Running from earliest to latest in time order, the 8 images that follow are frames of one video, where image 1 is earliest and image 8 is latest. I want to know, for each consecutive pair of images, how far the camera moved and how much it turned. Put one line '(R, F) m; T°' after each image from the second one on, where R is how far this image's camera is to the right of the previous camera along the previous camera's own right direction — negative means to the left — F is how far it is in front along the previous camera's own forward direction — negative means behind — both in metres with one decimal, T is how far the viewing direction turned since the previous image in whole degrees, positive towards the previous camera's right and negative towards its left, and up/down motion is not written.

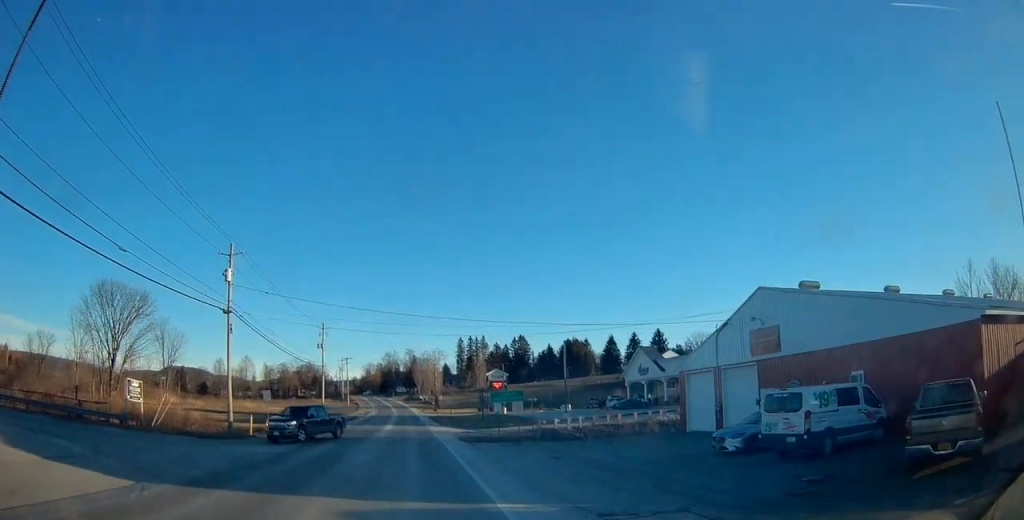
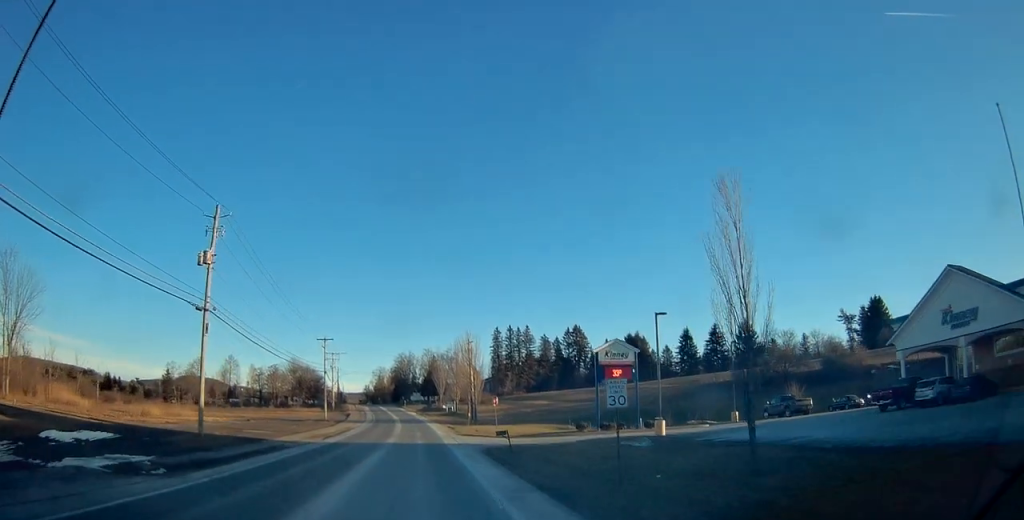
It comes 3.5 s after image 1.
(-1.9, +53.1) m; -2°
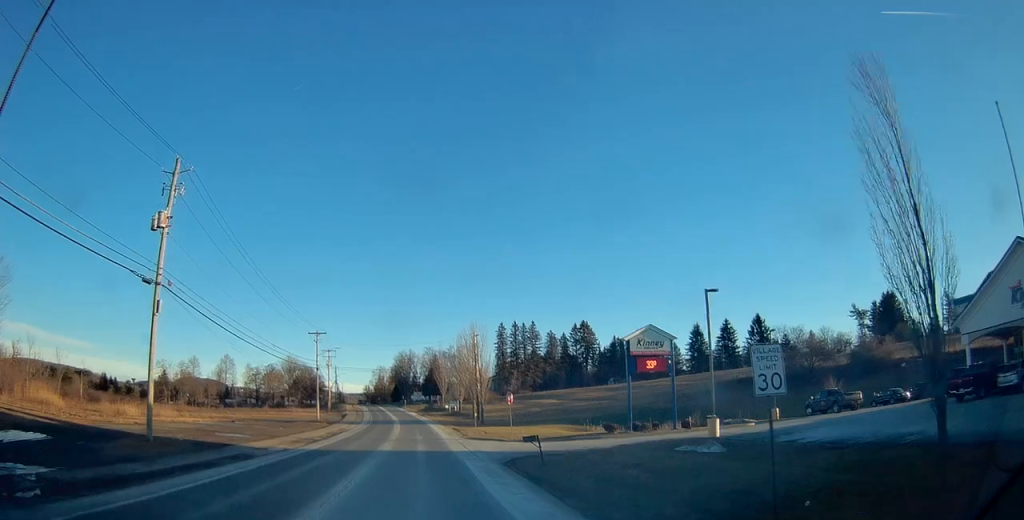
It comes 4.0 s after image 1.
(0.0, +6.9) m; 0°
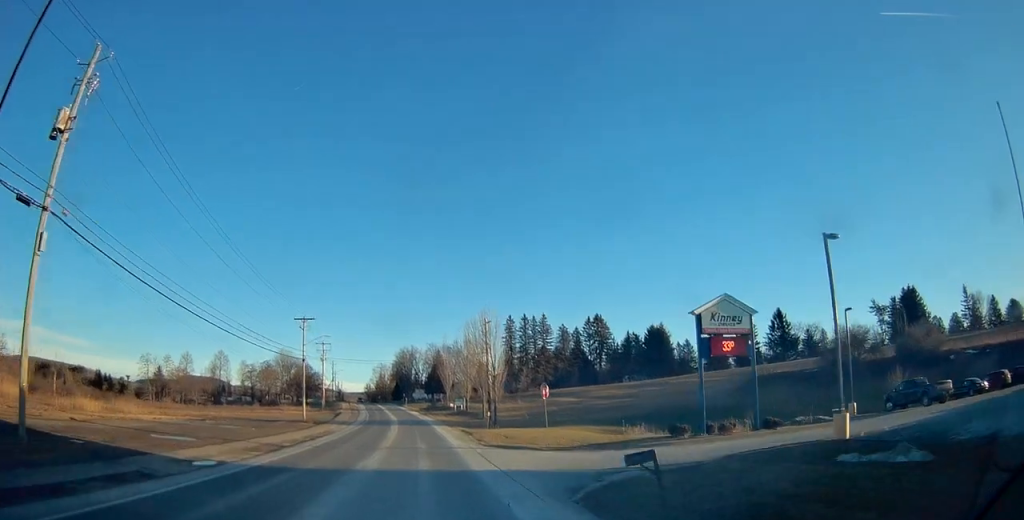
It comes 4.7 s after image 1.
(+0.1, +10.3) m; 0°
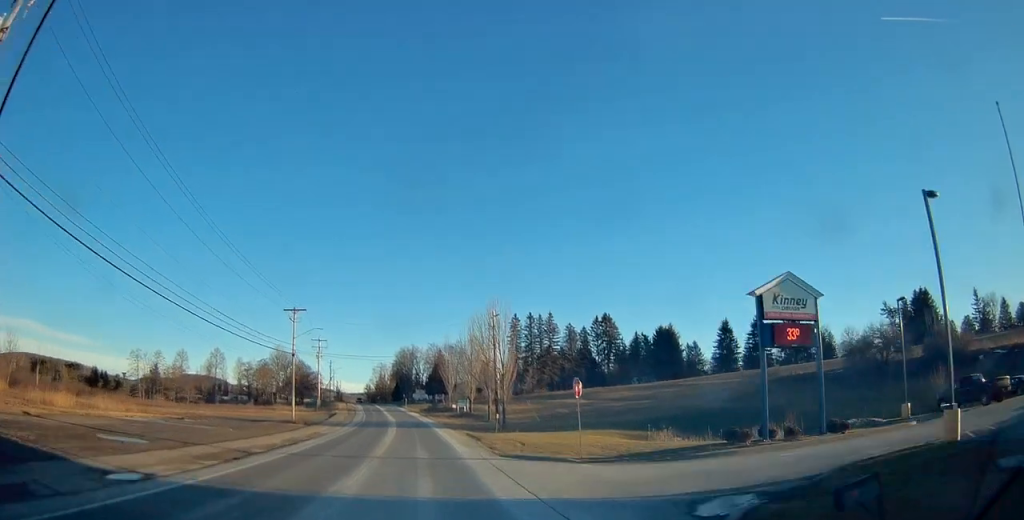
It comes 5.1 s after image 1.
(-0.1, +5.7) m; 0°
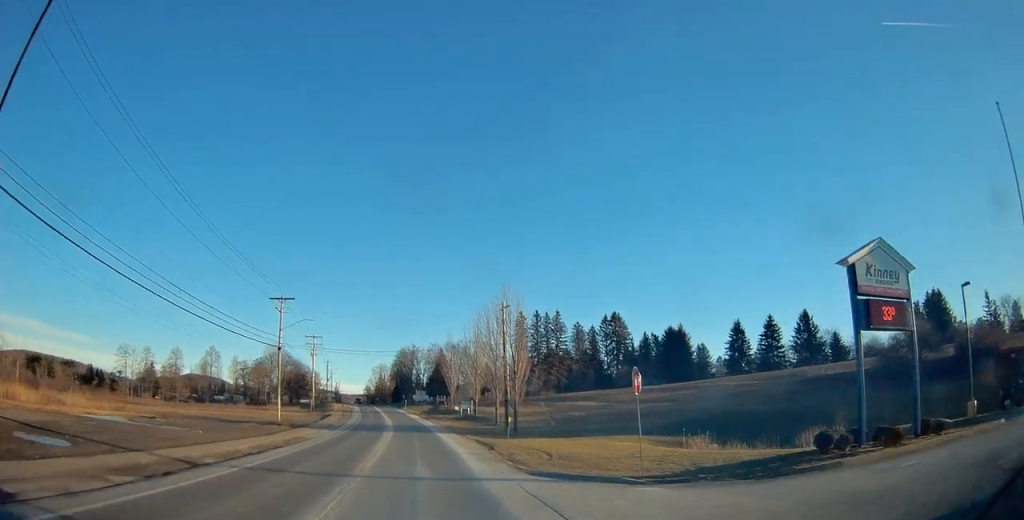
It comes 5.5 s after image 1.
(-0.1, +6.2) m; -1°
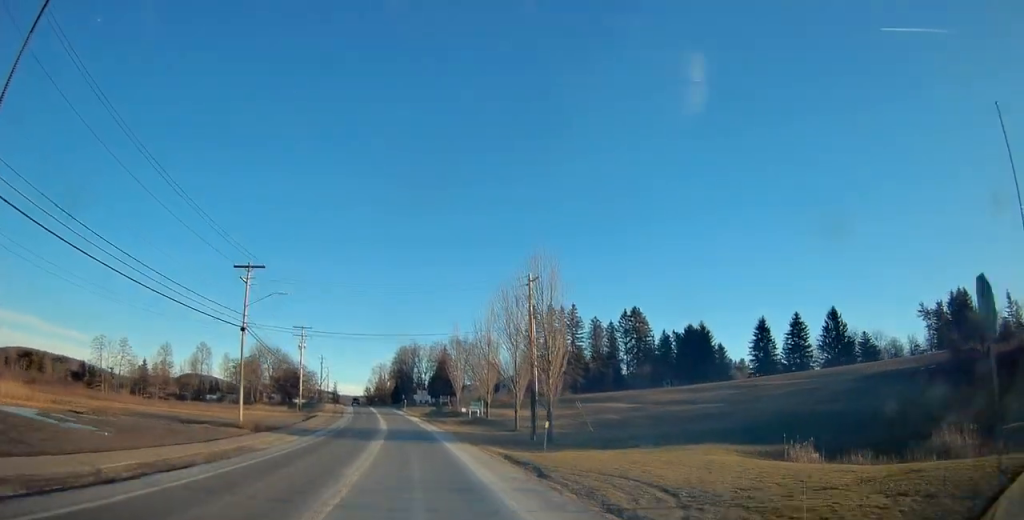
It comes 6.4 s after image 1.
(-0.1, +11.8) m; 0°
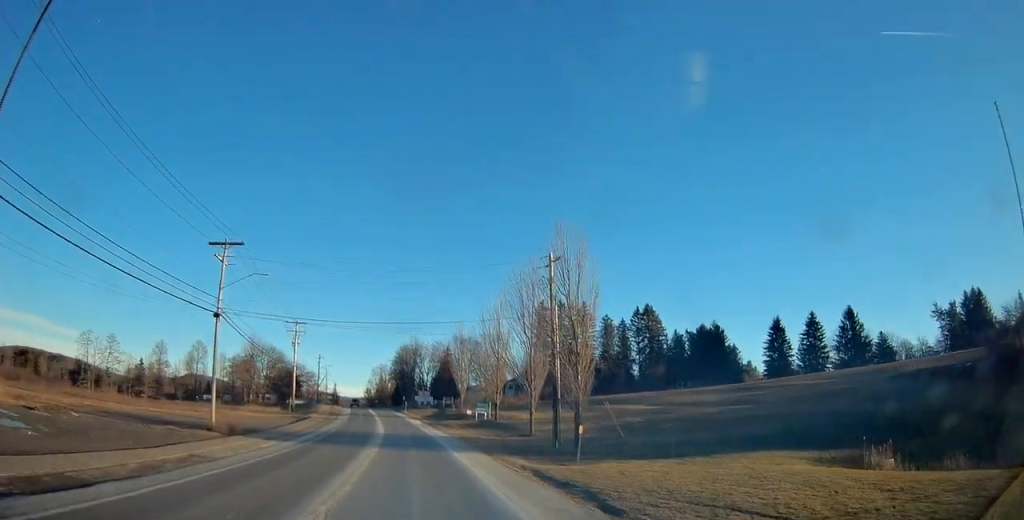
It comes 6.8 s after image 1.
(0.0, +6.1) m; 0°
